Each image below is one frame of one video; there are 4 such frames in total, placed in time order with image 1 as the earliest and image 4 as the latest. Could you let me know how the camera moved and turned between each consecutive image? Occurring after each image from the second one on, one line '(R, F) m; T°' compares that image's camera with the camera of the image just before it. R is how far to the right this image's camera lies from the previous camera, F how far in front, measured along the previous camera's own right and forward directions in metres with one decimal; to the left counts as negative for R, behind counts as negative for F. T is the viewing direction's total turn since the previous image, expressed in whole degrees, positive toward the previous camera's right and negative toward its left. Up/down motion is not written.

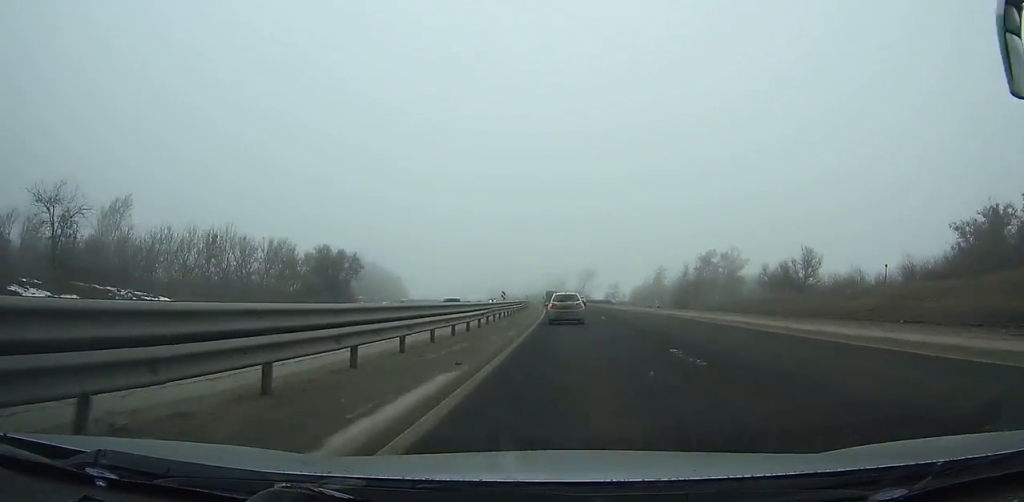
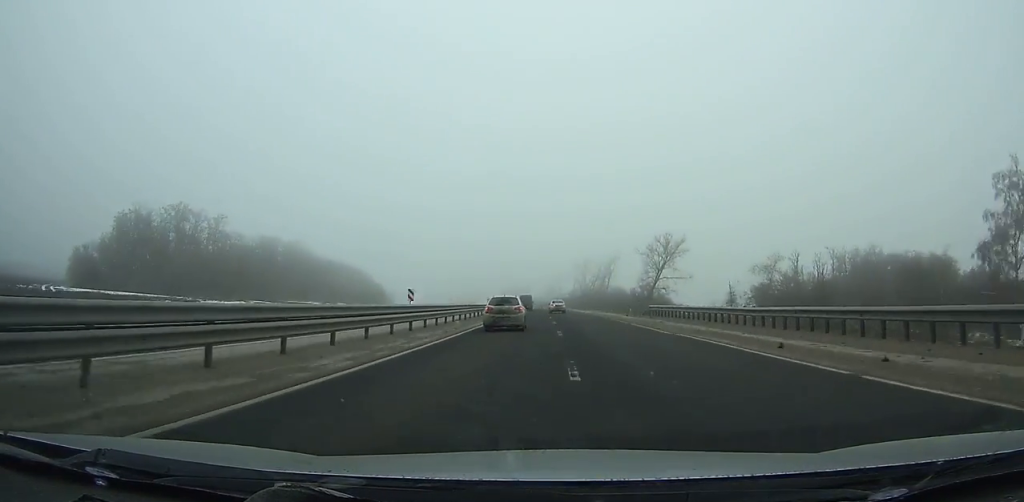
(-3.6, +131.7) m; -4°
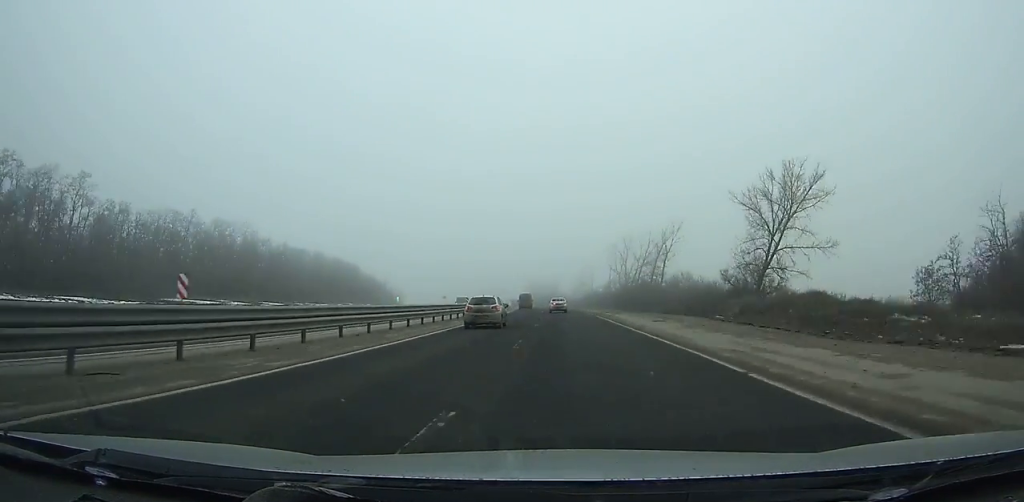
(-0.9, +50.7) m; -2°
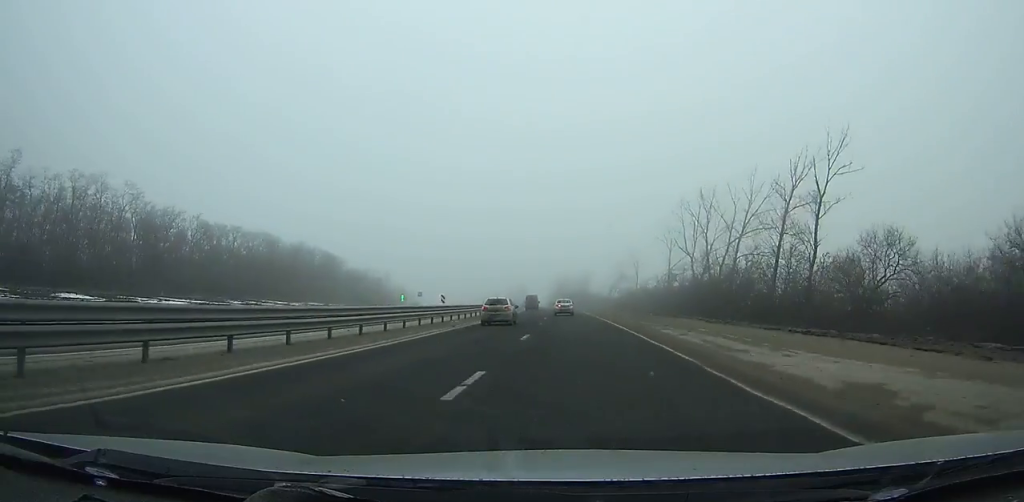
(-1.6, +55.5) m; -3°
